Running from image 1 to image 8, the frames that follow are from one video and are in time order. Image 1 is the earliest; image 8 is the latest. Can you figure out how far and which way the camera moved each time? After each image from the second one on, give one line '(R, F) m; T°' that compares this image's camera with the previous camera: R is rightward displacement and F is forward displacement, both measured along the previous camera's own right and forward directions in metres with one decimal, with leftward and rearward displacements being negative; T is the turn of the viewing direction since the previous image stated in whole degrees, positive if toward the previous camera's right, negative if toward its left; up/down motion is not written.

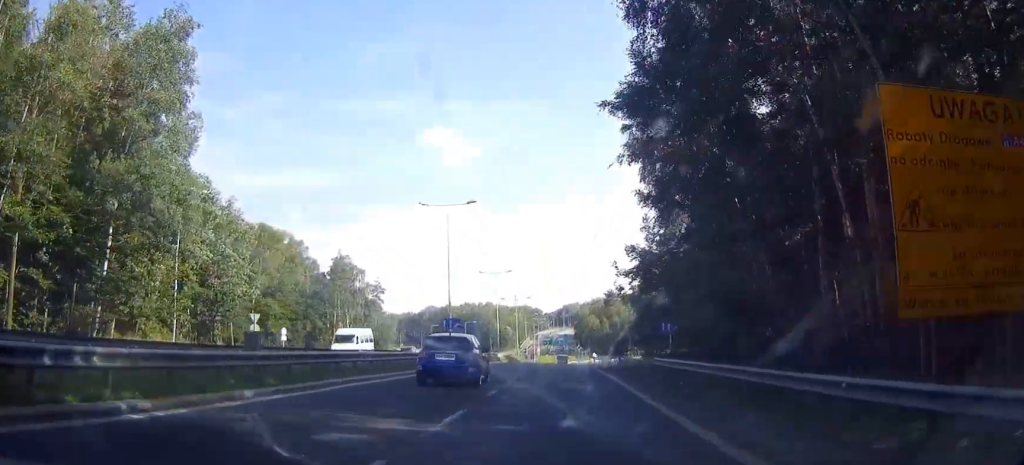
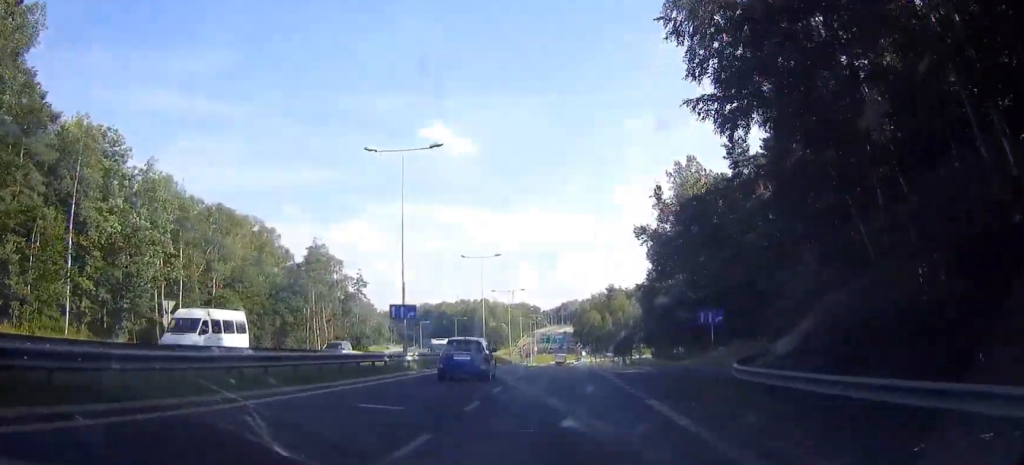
(0.0, +15.6) m; 0°
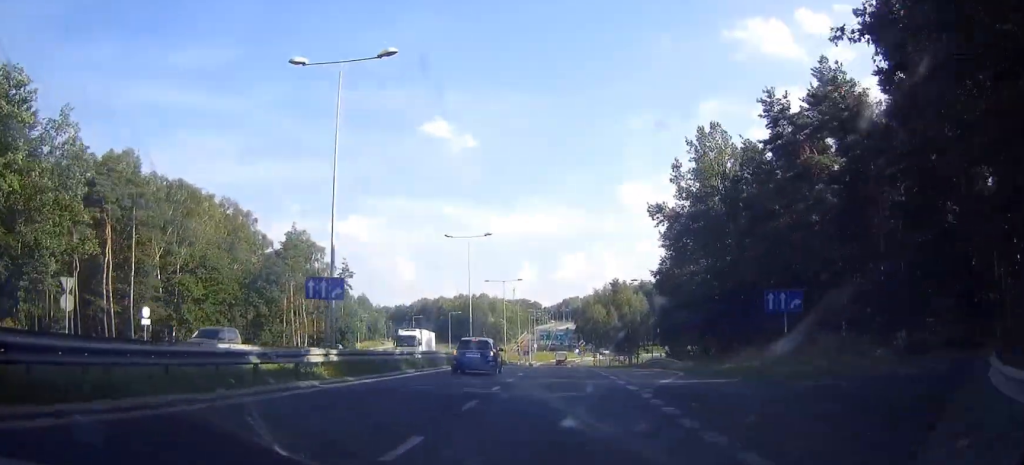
(0.0, +12.7) m; 0°
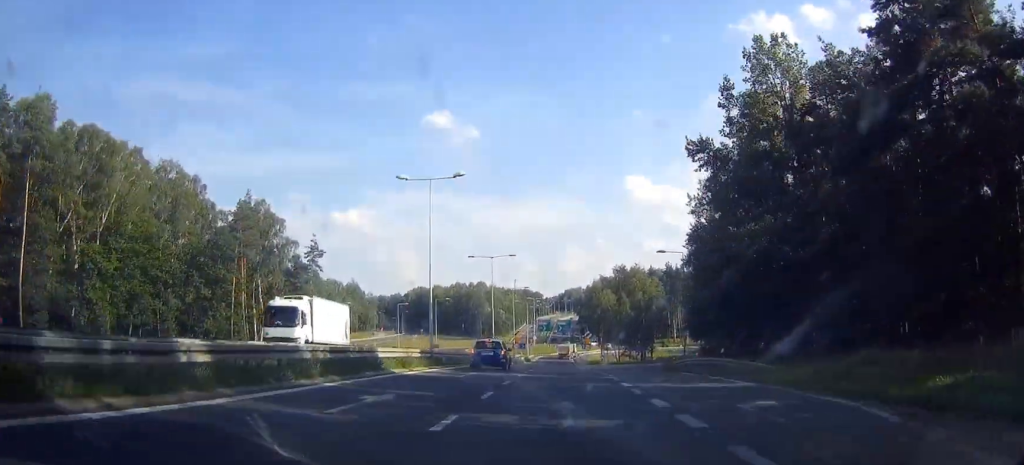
(0.0, +21.8) m; 0°
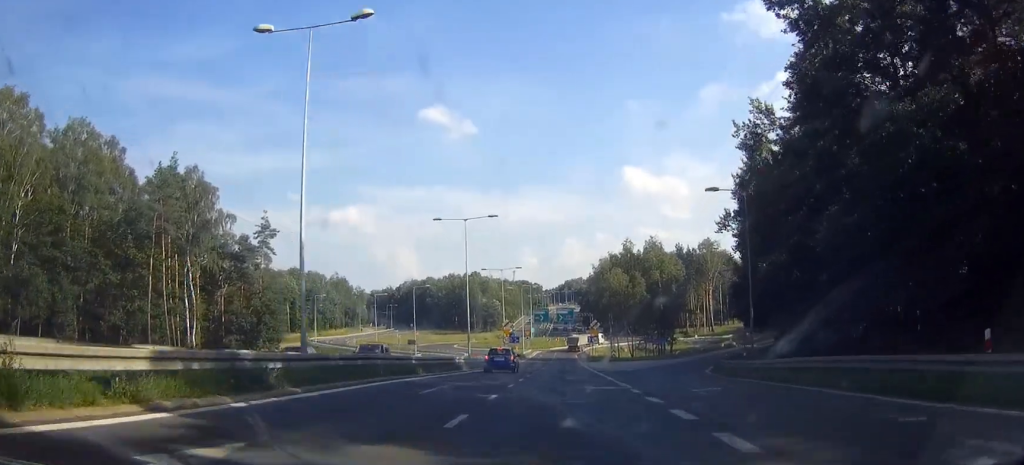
(0.0, +23.6) m; 0°
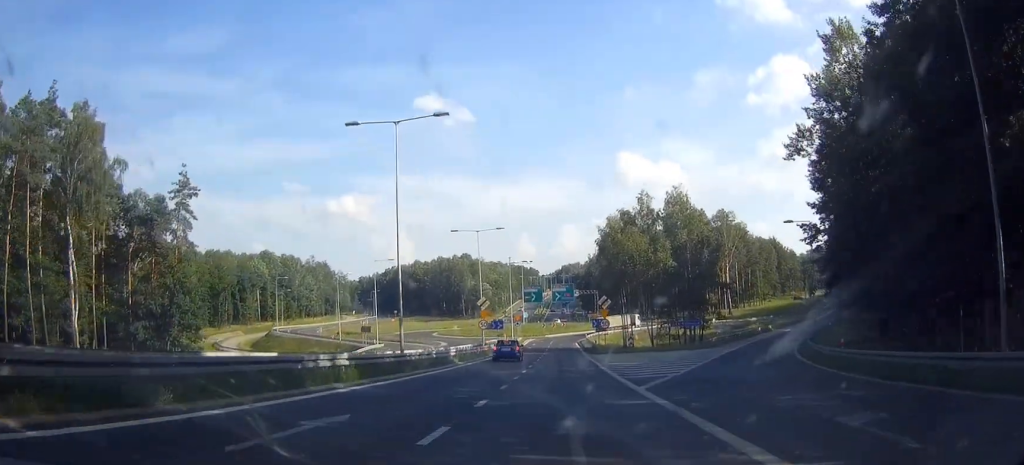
(0.0, +26.2) m; 0°
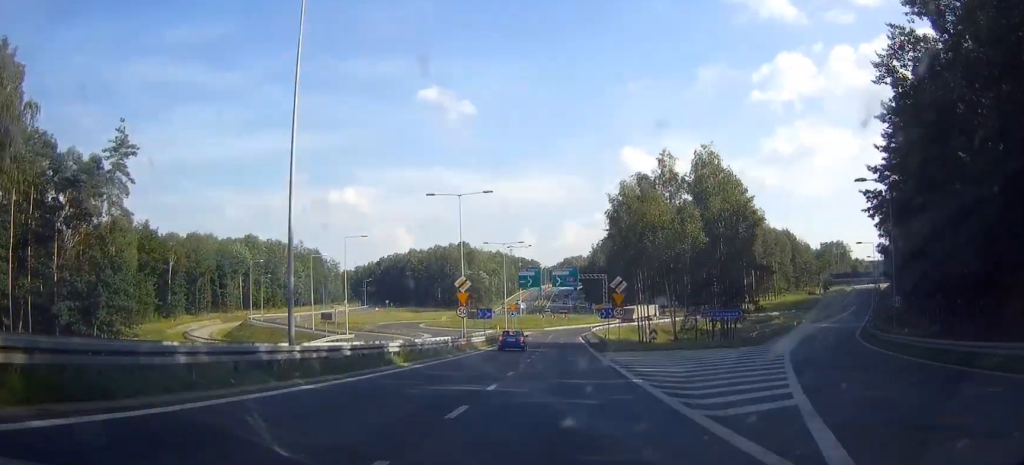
(0.0, +15.7) m; 0°
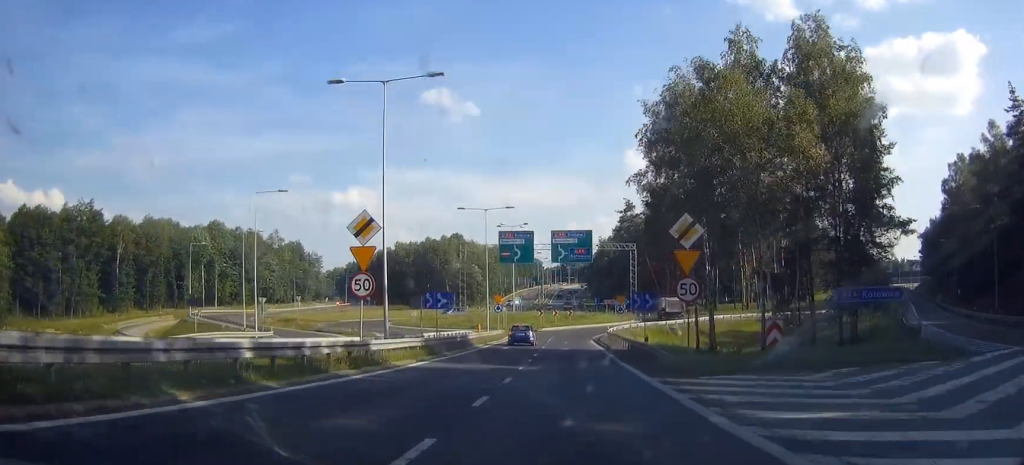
(0.0, +28.6) m; 0°
